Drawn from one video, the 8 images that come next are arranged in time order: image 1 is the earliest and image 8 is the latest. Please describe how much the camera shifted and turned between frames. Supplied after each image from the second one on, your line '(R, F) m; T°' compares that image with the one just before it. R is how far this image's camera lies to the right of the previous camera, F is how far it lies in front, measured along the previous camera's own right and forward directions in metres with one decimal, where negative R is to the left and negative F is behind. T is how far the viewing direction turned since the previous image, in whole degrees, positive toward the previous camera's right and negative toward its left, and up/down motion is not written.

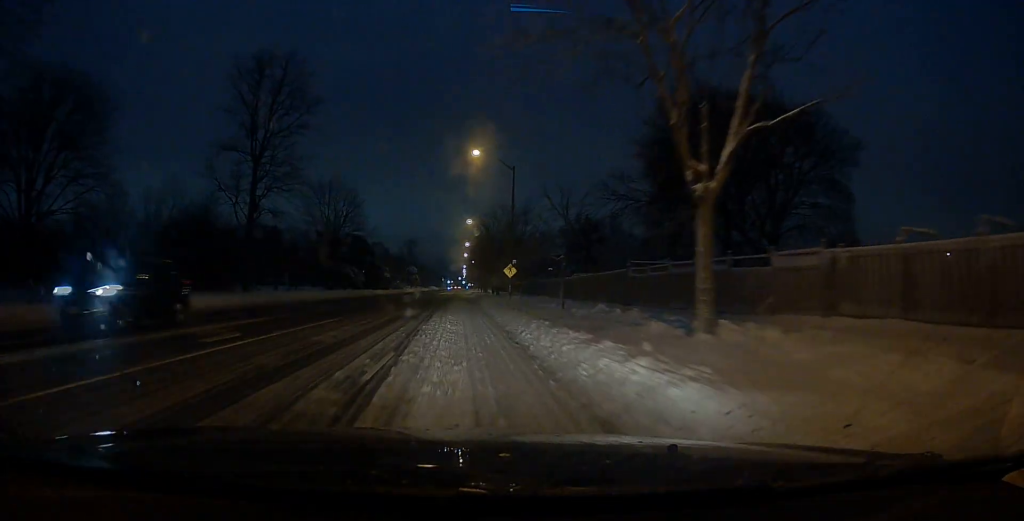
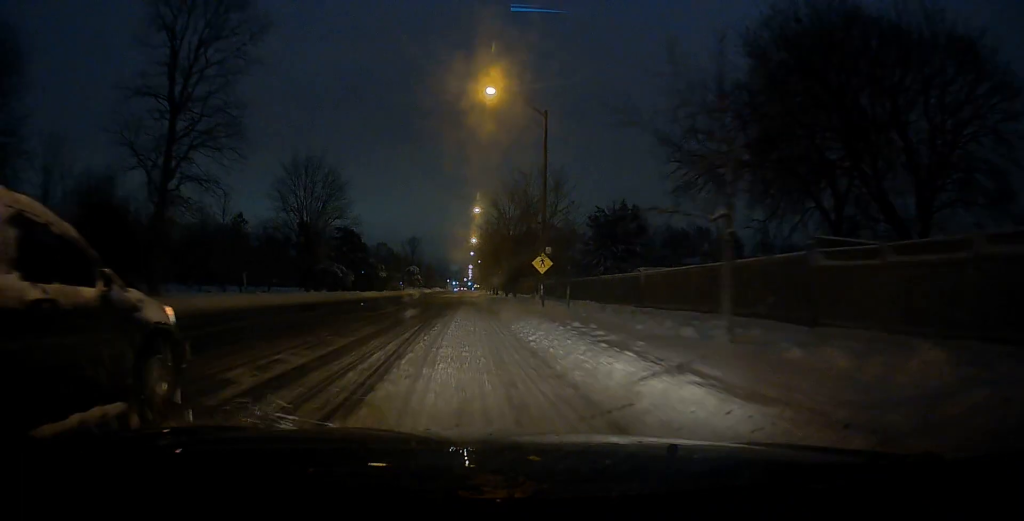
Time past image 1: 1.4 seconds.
(0.0, +14.4) m; 0°
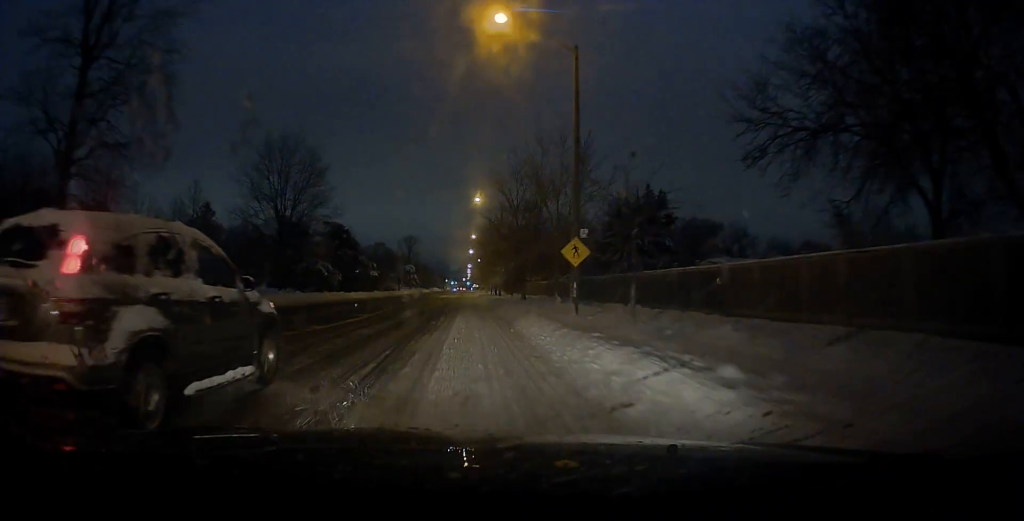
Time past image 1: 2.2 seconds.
(0.0, +8.5) m; -1°
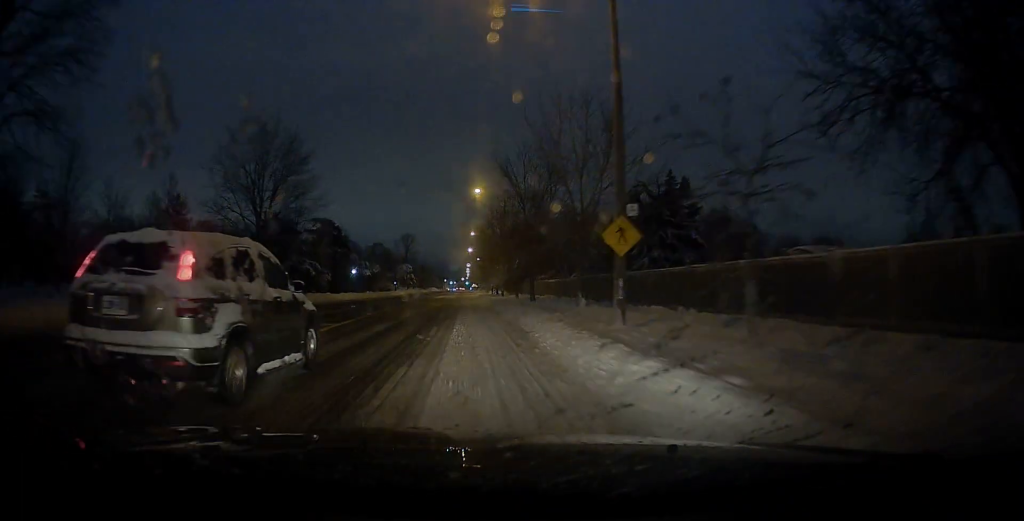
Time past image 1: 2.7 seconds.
(+0.1, +5.7) m; -1°
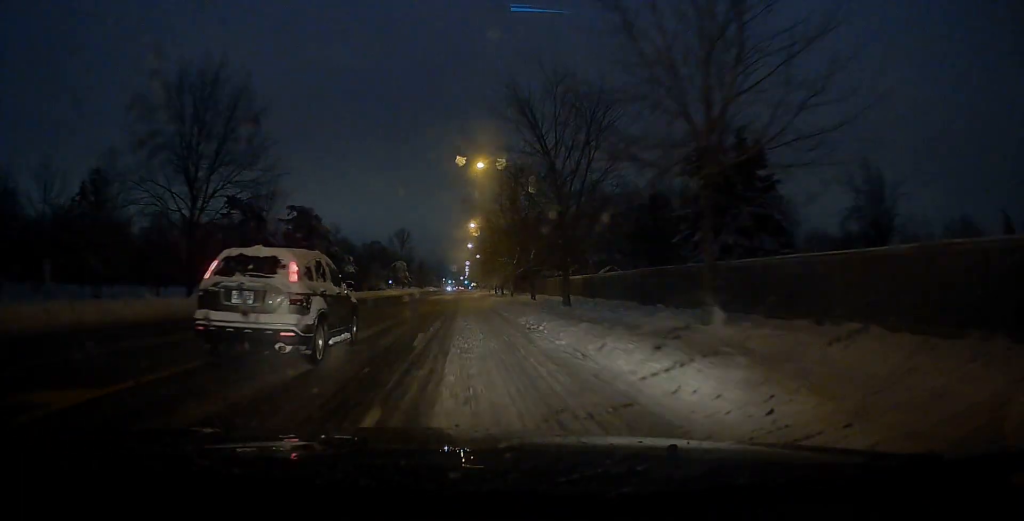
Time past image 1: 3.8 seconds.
(-0.3, +11.9) m; +1°
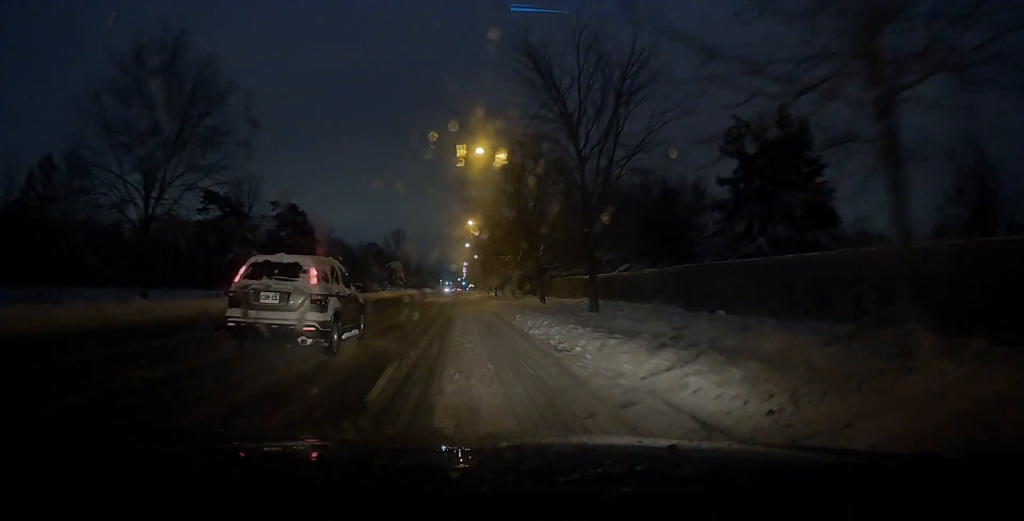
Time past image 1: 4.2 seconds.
(+0.2, +5.4) m; +1°
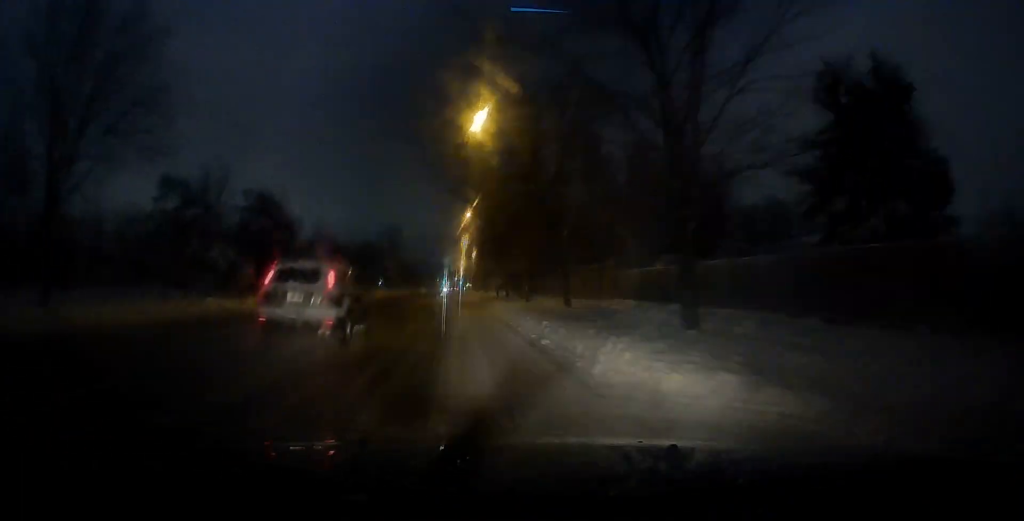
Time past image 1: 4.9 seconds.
(+0.1, +8.2) m; 0°
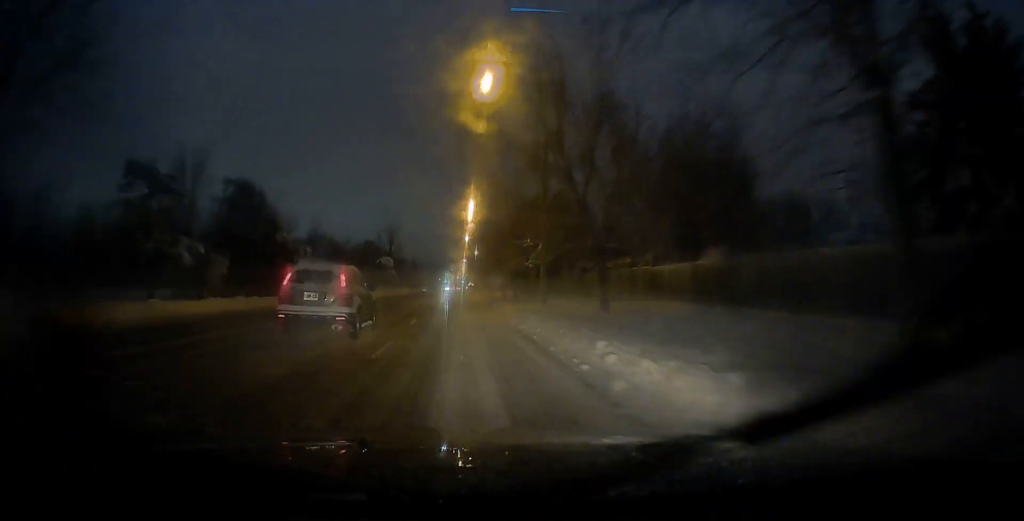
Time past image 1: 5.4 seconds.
(-0.1, +5.9) m; -1°
